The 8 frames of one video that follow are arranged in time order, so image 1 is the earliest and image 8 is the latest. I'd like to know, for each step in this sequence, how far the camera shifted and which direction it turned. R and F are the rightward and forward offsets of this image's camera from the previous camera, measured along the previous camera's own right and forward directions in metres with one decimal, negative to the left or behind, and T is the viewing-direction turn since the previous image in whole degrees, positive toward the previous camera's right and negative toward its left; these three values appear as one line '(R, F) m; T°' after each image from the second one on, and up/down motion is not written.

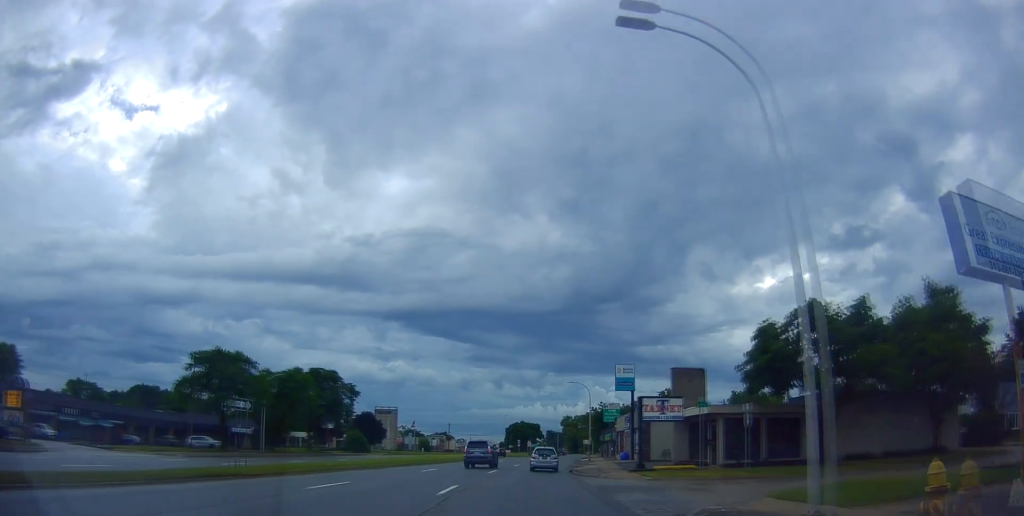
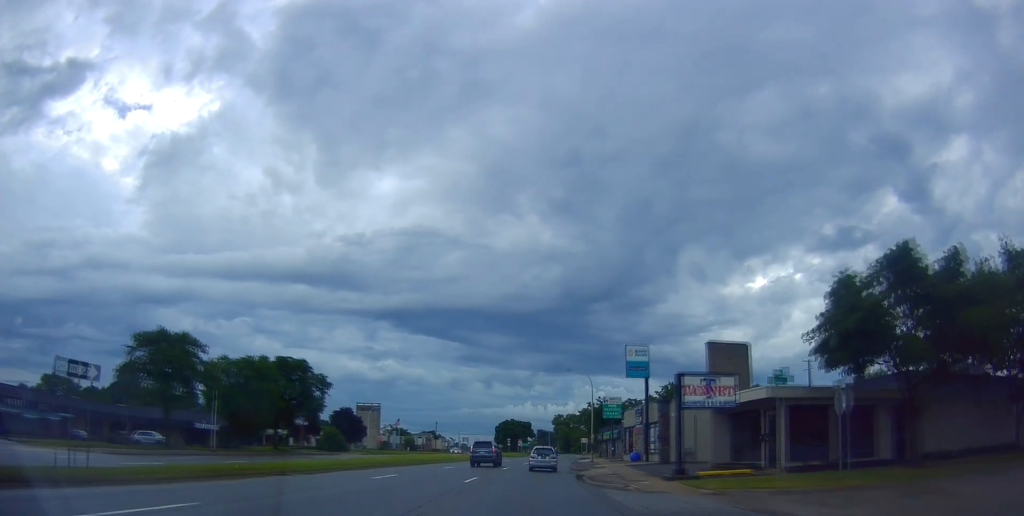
(0.0, +9.7) m; +1°
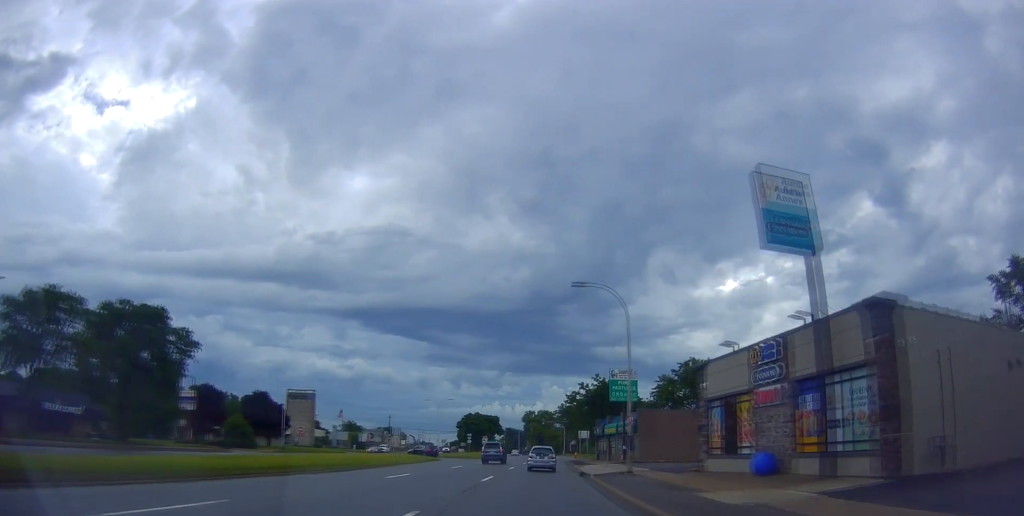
(+1.3, +29.9) m; +5°
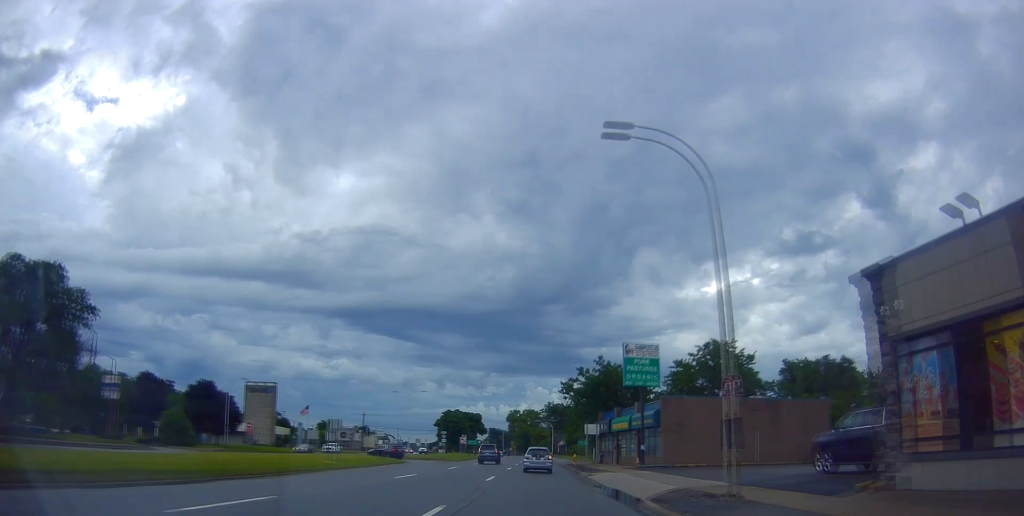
(+0.3, +14.2) m; +2°
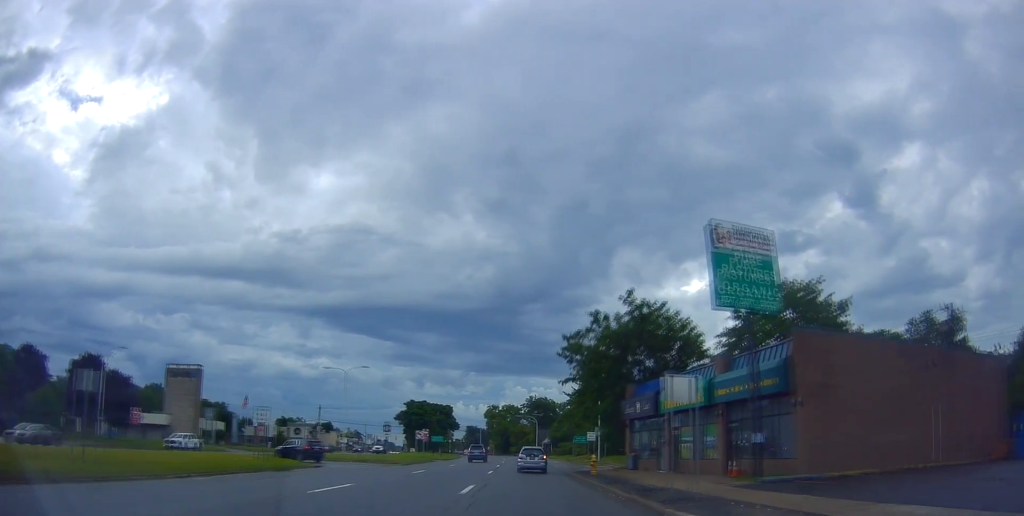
(+0.5, +23.5) m; +1°
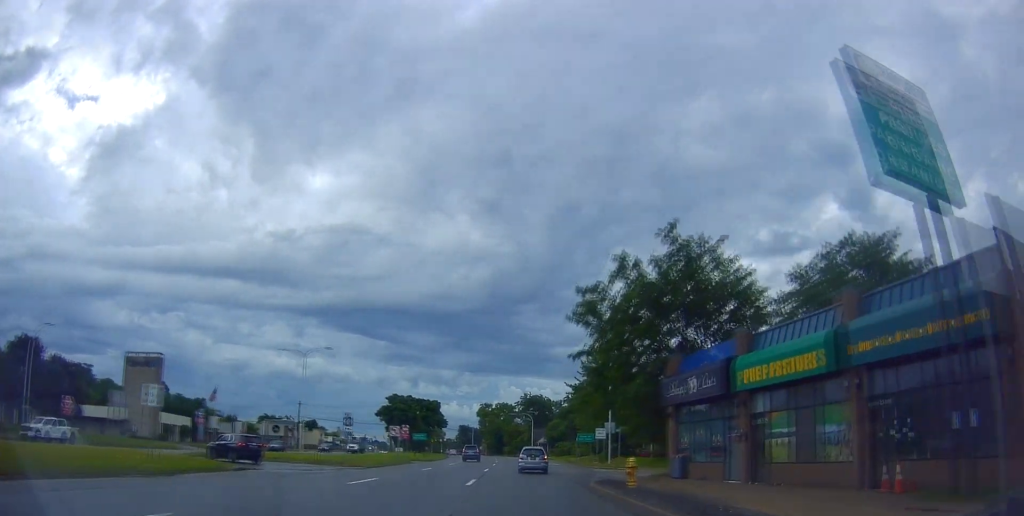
(+0.1, +10.9) m; 0°
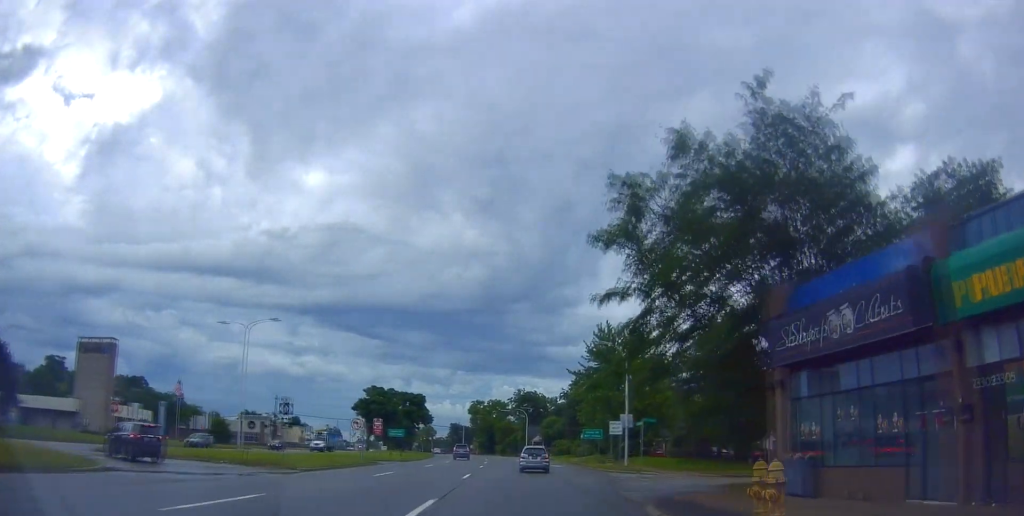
(-0.3, +10.9) m; 0°
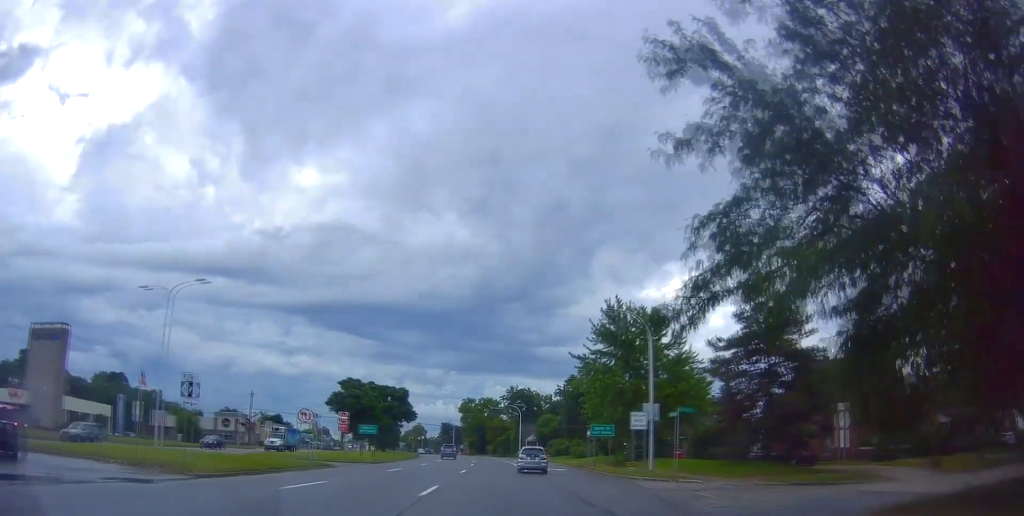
(+0.1, +9.8) m; 0°
